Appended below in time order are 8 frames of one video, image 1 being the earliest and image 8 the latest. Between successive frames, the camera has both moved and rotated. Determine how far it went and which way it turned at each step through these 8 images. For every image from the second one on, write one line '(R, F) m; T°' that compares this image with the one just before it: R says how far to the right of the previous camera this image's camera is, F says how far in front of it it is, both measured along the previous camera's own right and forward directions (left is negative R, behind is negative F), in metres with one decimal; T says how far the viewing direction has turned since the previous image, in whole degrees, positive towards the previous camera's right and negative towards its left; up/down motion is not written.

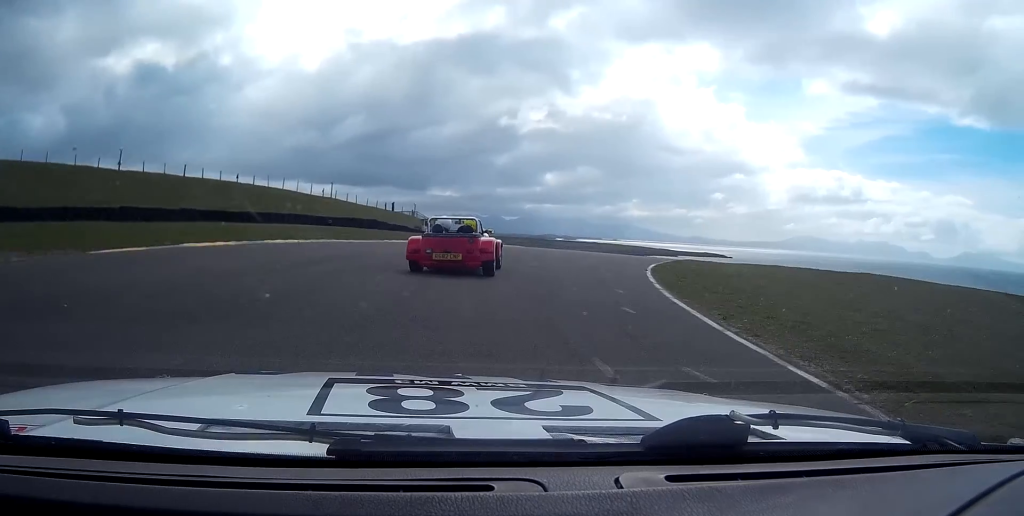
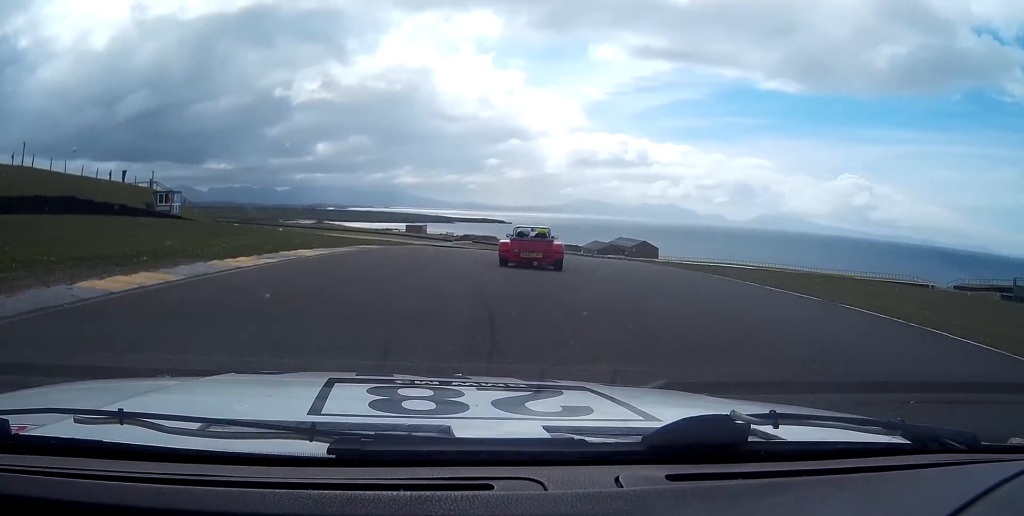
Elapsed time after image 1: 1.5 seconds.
(+5.2, +33.2) m; +18°
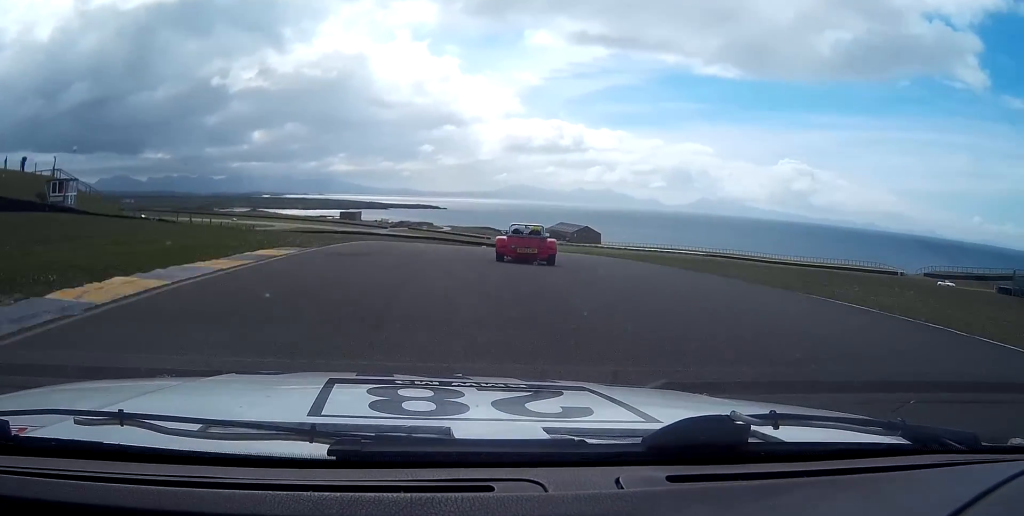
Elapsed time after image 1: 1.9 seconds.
(+0.4, +10.7) m; +5°
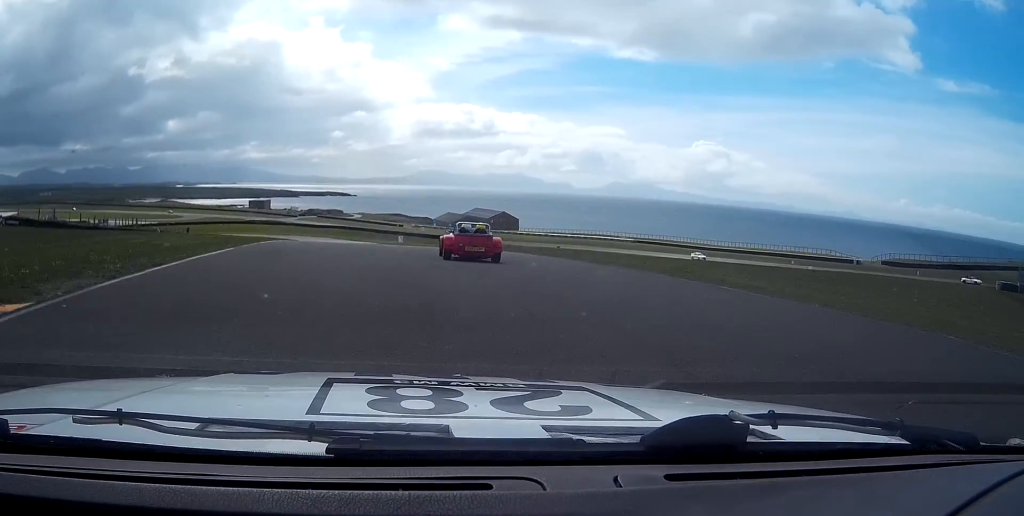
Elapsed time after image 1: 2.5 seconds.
(+1.0, +14.8) m; +5°
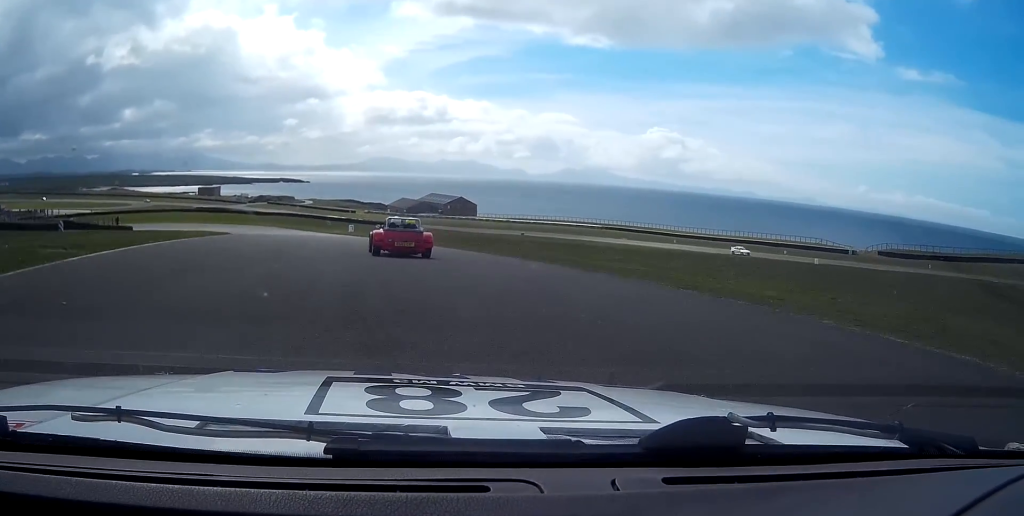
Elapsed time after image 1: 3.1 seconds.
(+0.7, +15.3) m; +3°
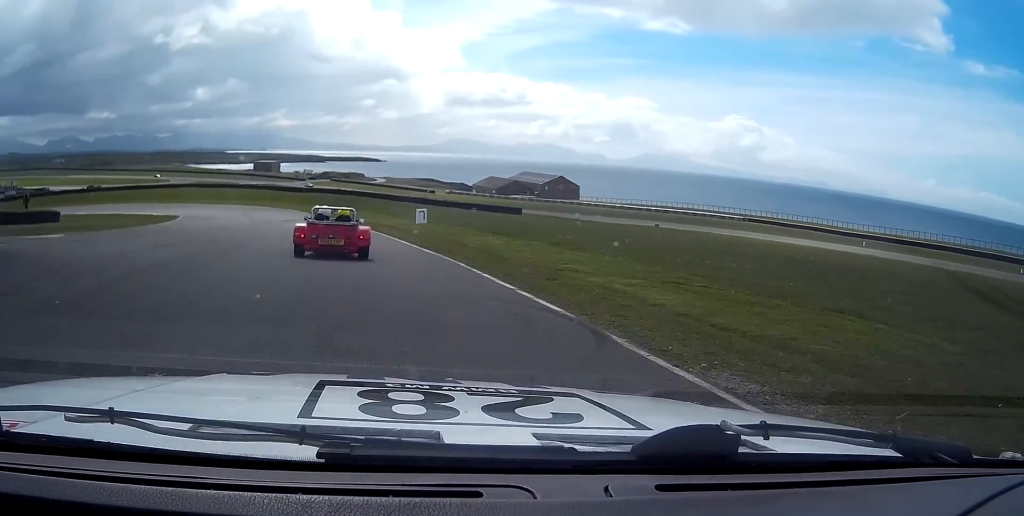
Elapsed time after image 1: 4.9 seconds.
(+0.2, +50.9) m; -4°
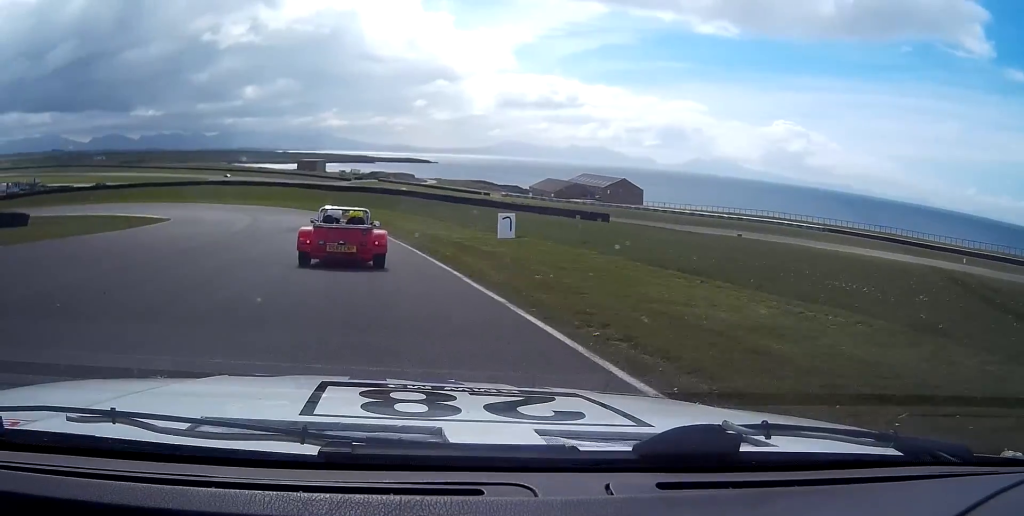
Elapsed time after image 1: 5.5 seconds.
(-0.4, +16.6) m; -3°
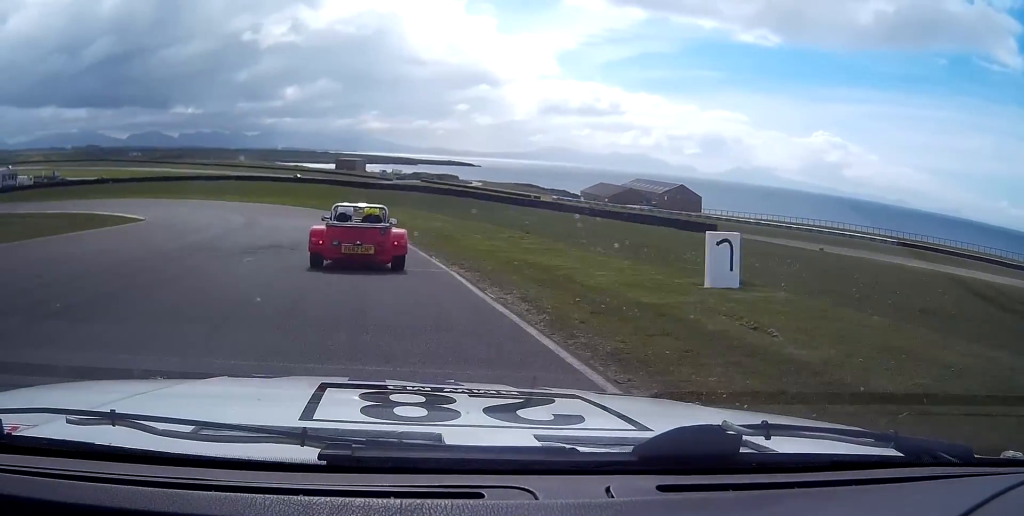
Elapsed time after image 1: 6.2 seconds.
(-0.6, +15.2) m; -4°
